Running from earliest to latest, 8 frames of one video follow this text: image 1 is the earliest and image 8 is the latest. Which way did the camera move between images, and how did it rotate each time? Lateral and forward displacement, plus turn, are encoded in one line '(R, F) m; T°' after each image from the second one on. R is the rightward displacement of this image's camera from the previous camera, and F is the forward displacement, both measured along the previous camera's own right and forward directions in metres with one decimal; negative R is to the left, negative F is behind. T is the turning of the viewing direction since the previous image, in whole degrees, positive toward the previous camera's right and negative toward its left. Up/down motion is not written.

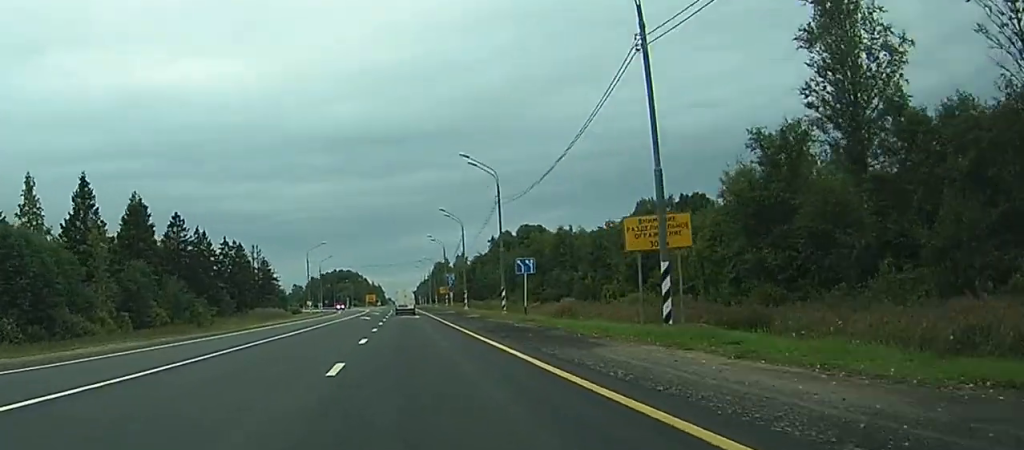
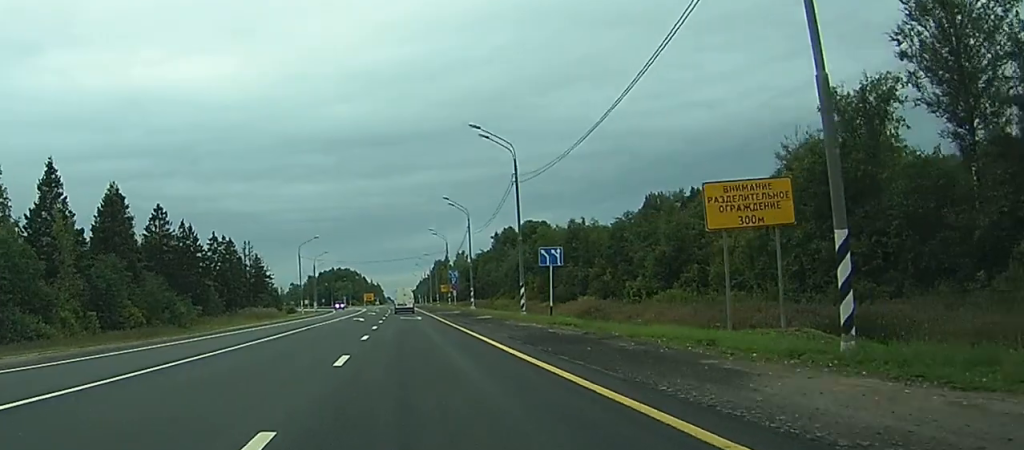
(0.0, +9.7) m; 0°
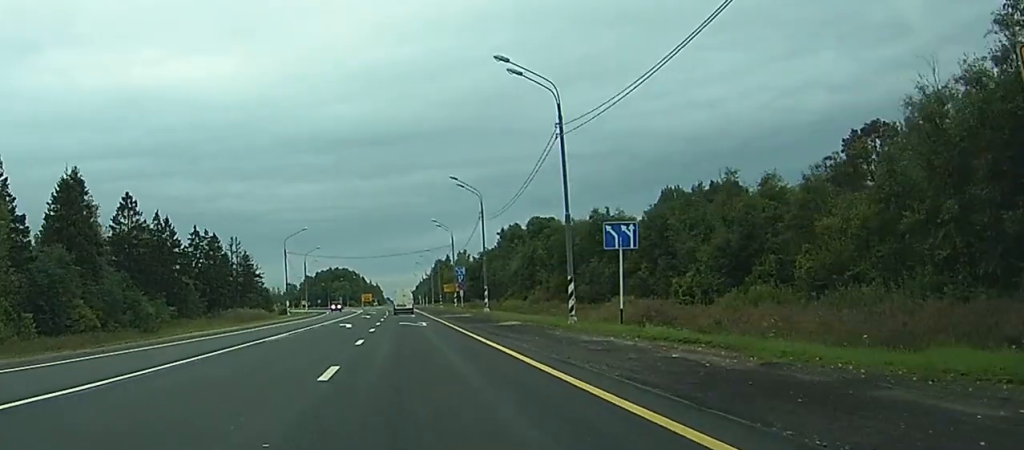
(0.0, +14.6) m; 0°
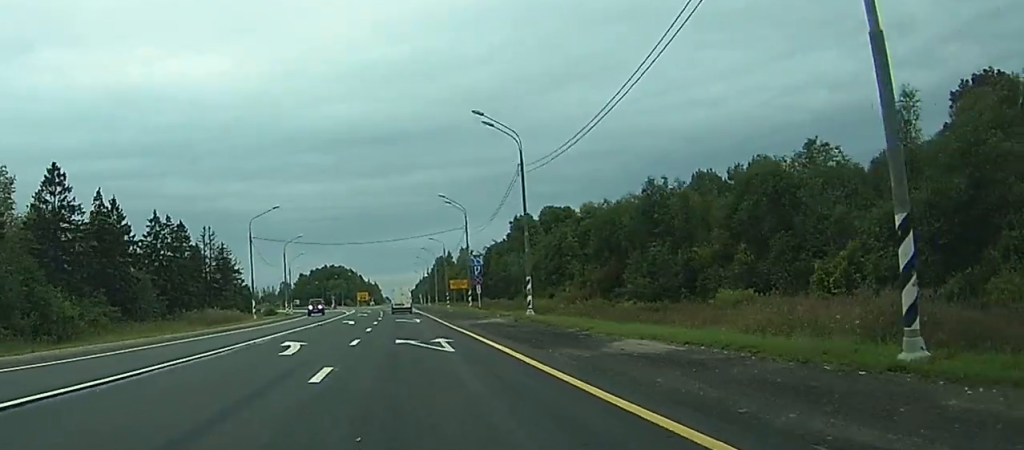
(+0.1, +24.3) m; 0°
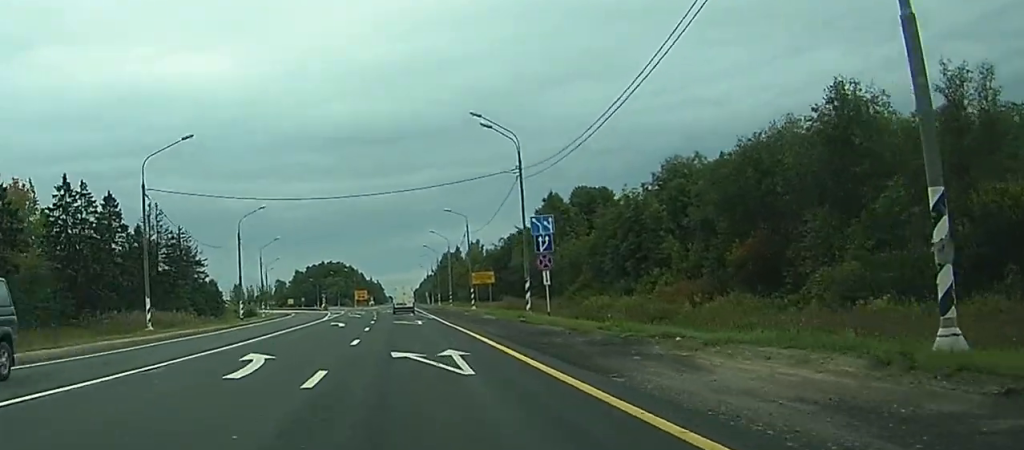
(-0.3, +36.4) m; -1°
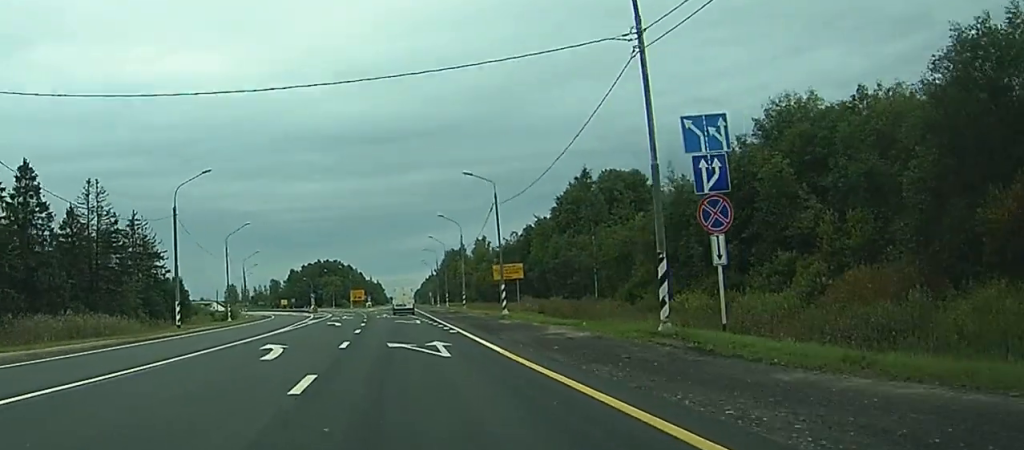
(-0.1, +24.6) m; 0°
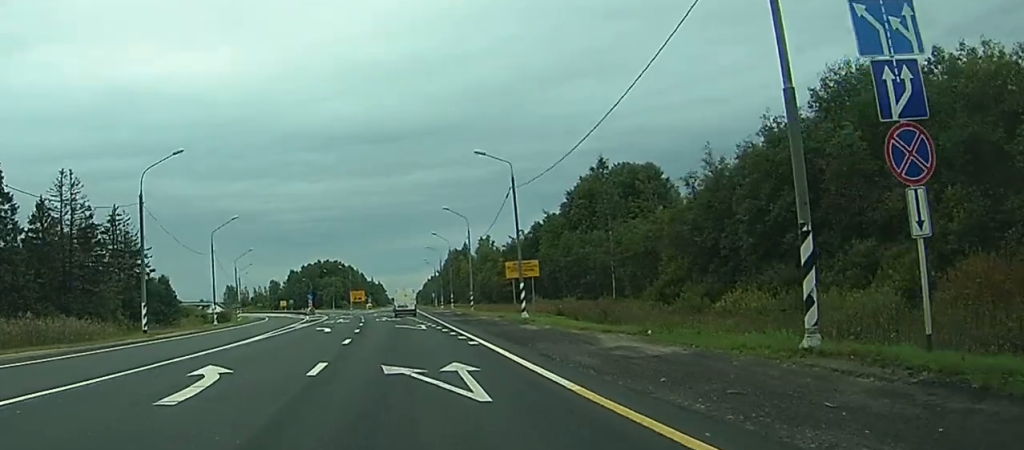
(0.0, +8.4) m; 0°
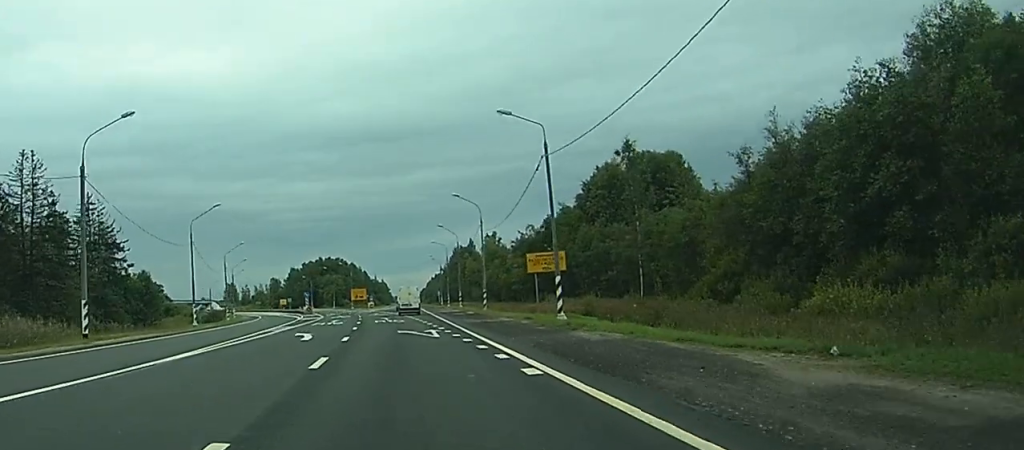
(+0.1, +10.6) m; 0°
